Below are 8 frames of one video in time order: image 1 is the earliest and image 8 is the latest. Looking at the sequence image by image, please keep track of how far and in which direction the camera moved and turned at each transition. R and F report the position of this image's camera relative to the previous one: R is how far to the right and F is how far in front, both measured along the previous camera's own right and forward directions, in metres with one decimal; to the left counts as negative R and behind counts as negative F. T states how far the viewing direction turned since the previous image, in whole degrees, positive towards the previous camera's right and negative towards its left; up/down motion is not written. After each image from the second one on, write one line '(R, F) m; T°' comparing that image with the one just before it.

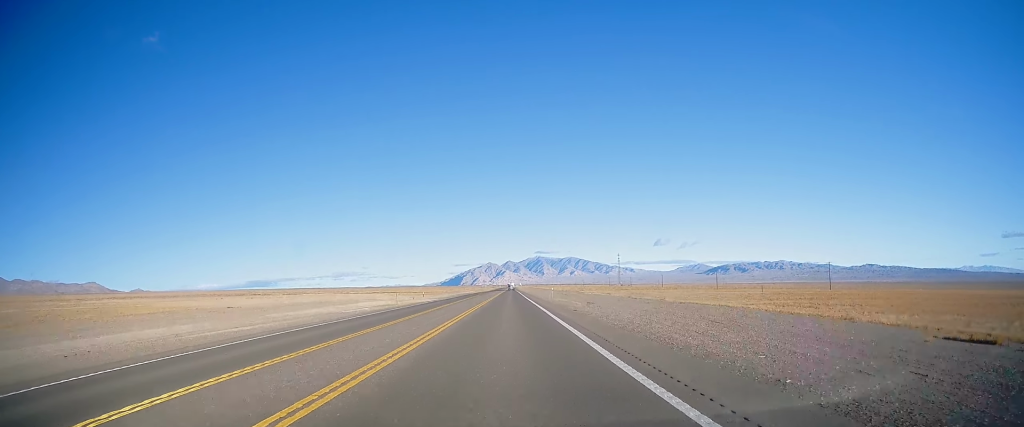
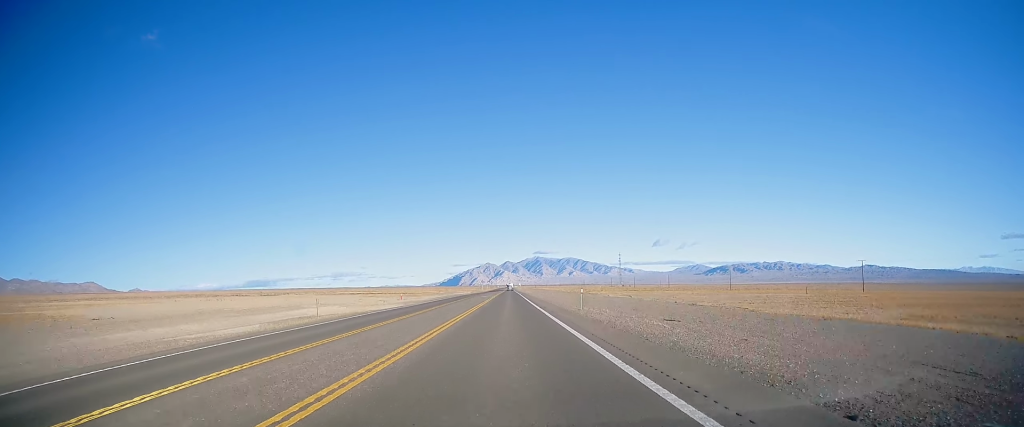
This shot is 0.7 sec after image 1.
(+0.1, +23.9) m; 0°
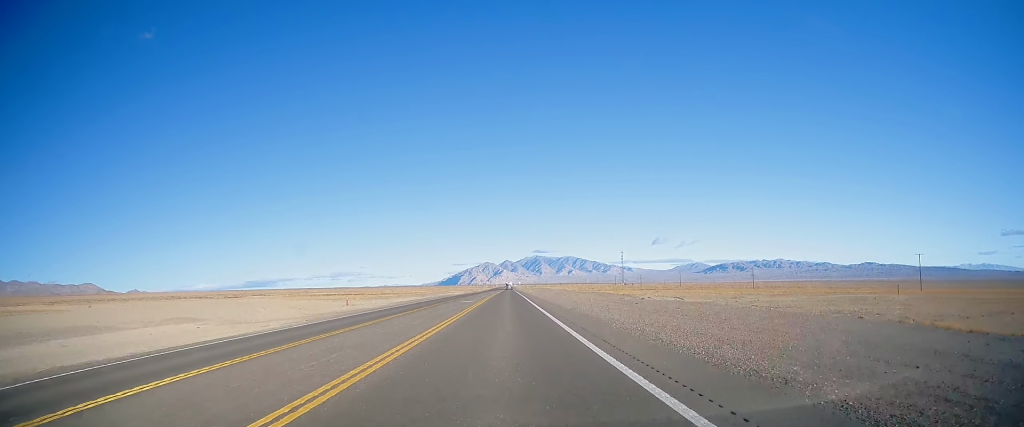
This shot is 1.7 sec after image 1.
(+0.2, +32.6) m; +1°
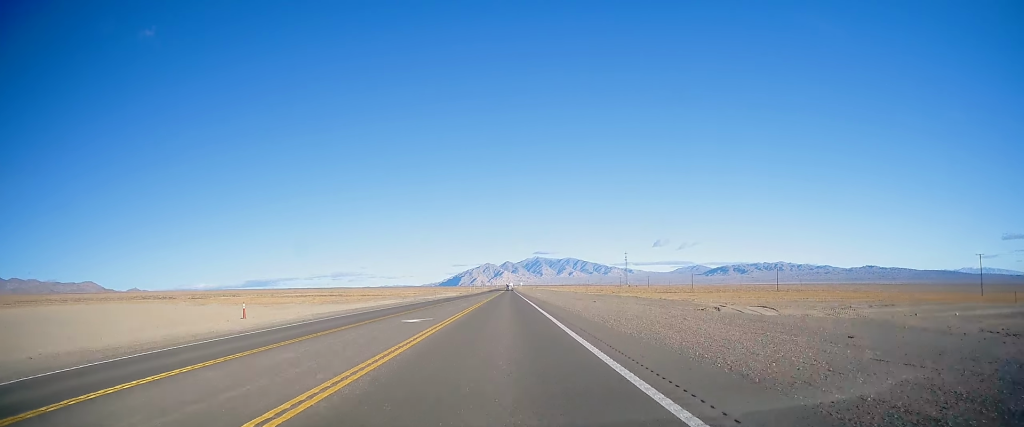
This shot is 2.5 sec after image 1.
(+0.1, +27.1) m; 0°
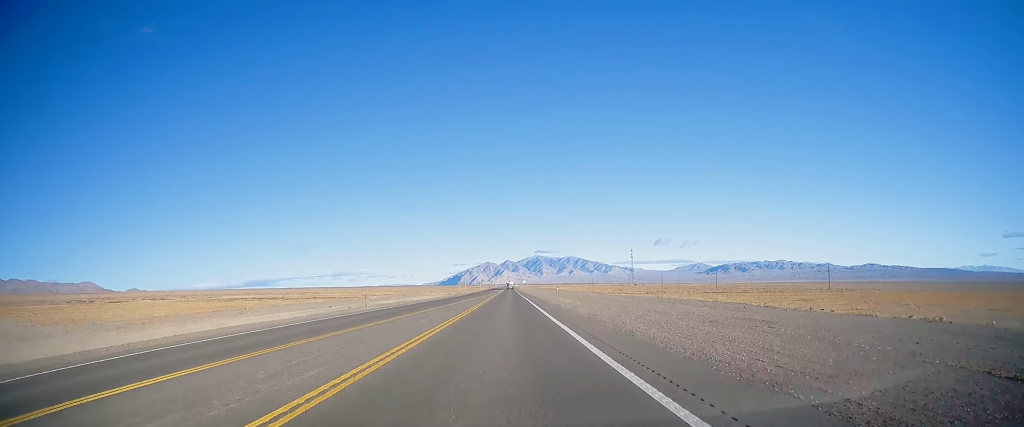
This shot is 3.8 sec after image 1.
(-0.1, +46.1) m; 0°
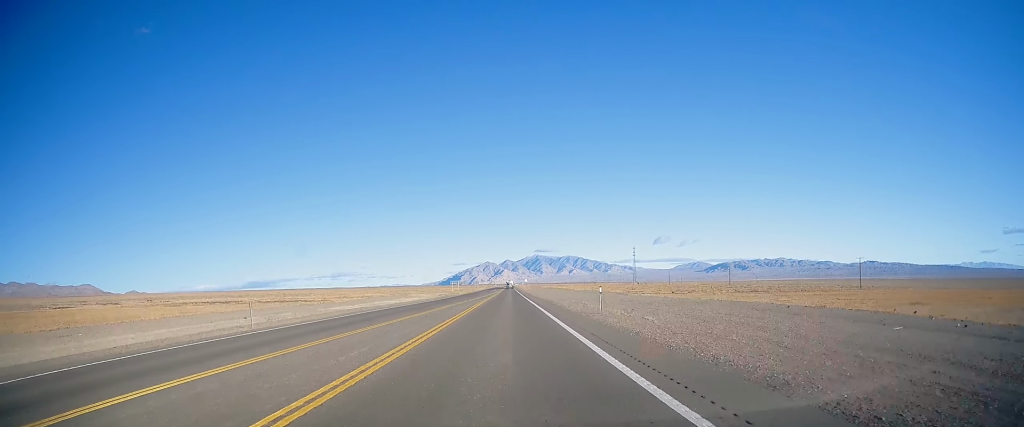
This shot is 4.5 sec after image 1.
(0.0, +22.4) m; 0°
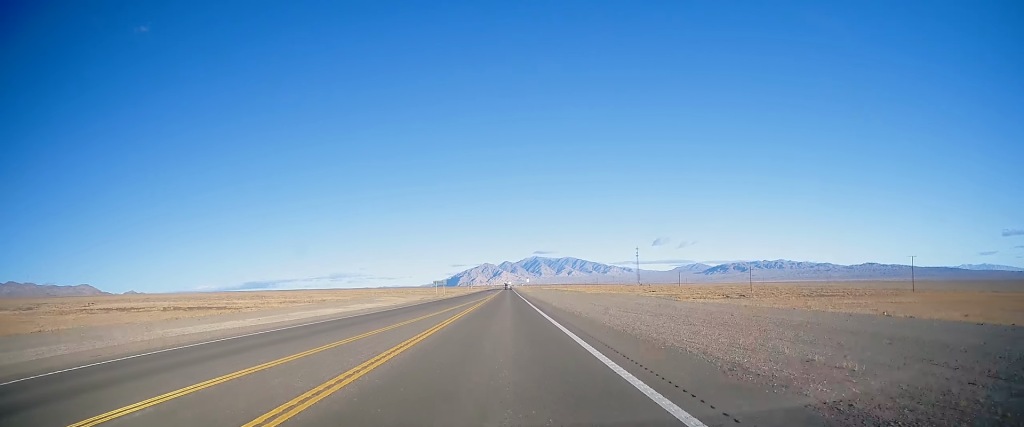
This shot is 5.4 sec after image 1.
(-0.4, +31.6) m; 0°
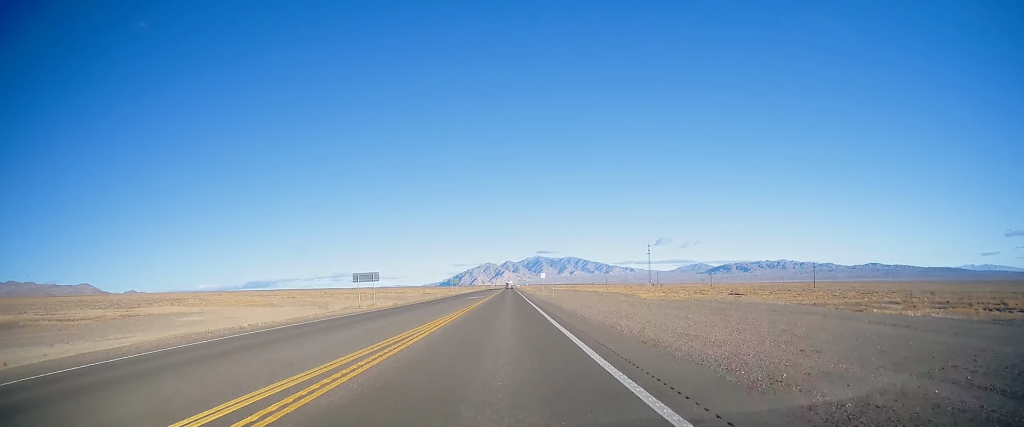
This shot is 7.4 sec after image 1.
(+0.7, +64.1) m; +1°
